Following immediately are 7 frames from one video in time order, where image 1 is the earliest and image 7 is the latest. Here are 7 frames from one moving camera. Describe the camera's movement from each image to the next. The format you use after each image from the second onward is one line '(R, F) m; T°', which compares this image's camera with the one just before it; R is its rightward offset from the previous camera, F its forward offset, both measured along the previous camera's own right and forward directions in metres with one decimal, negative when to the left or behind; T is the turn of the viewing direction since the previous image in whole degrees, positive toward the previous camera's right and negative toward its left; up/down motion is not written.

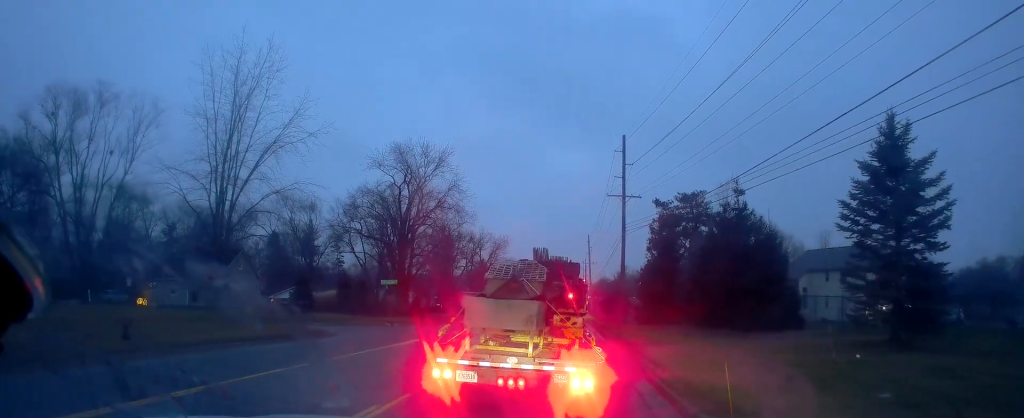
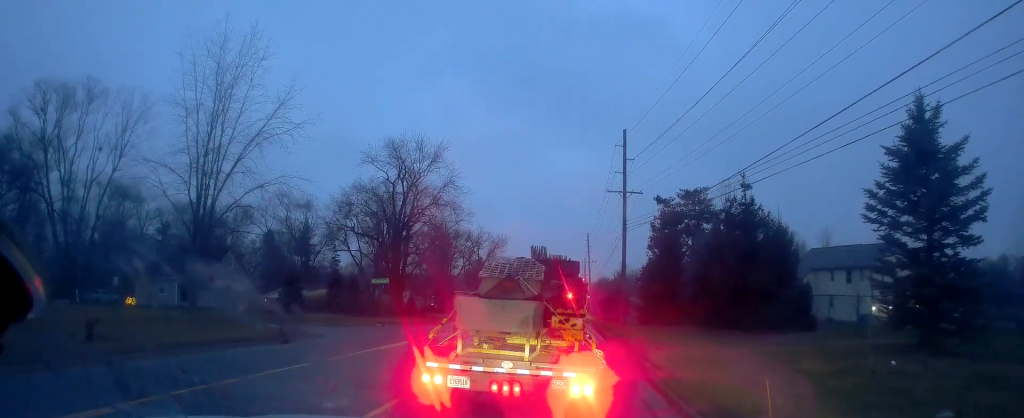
(0.0, +2.2) m; 0°
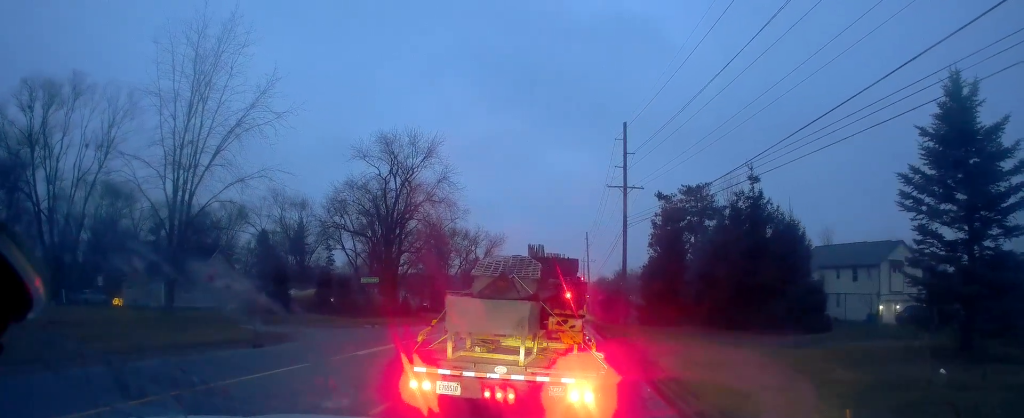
(0.0, +2.6) m; 0°
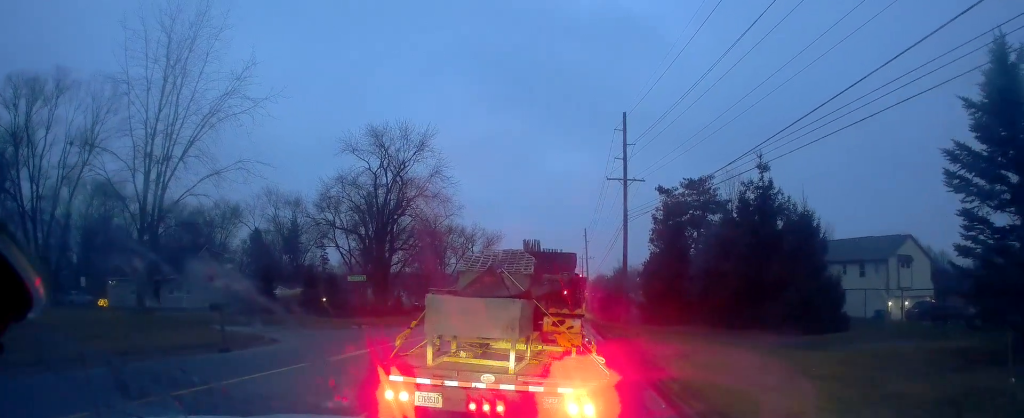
(0.0, +2.3) m; 0°
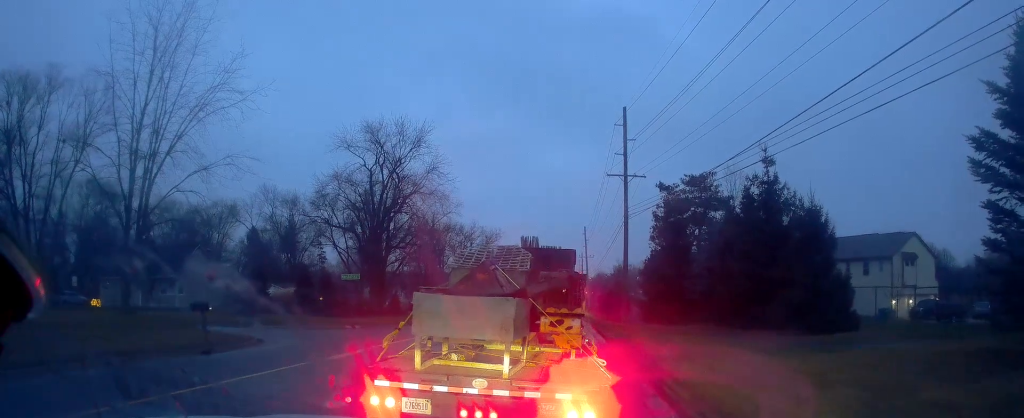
(0.0, +1.1) m; 0°
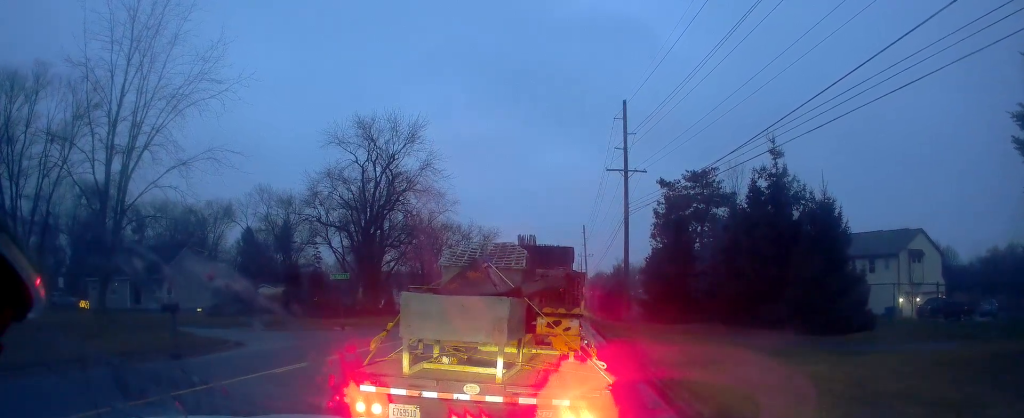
(0.0, +2.1) m; 0°
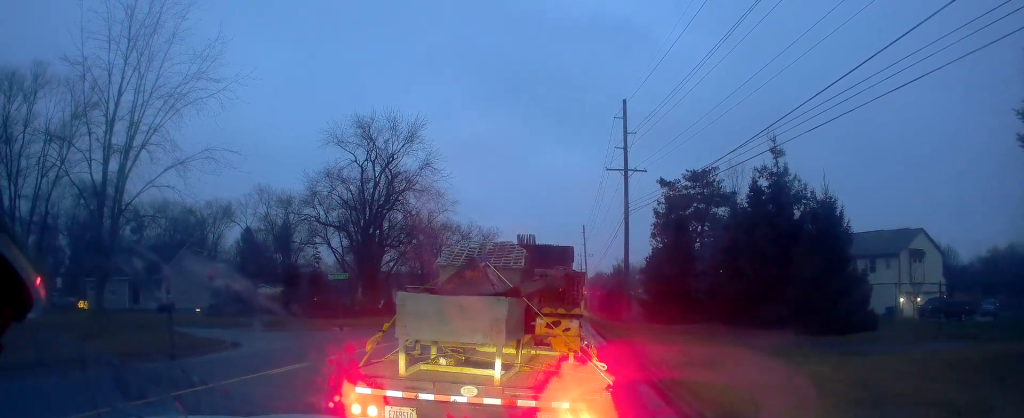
(0.0, +0.2) m; 0°
